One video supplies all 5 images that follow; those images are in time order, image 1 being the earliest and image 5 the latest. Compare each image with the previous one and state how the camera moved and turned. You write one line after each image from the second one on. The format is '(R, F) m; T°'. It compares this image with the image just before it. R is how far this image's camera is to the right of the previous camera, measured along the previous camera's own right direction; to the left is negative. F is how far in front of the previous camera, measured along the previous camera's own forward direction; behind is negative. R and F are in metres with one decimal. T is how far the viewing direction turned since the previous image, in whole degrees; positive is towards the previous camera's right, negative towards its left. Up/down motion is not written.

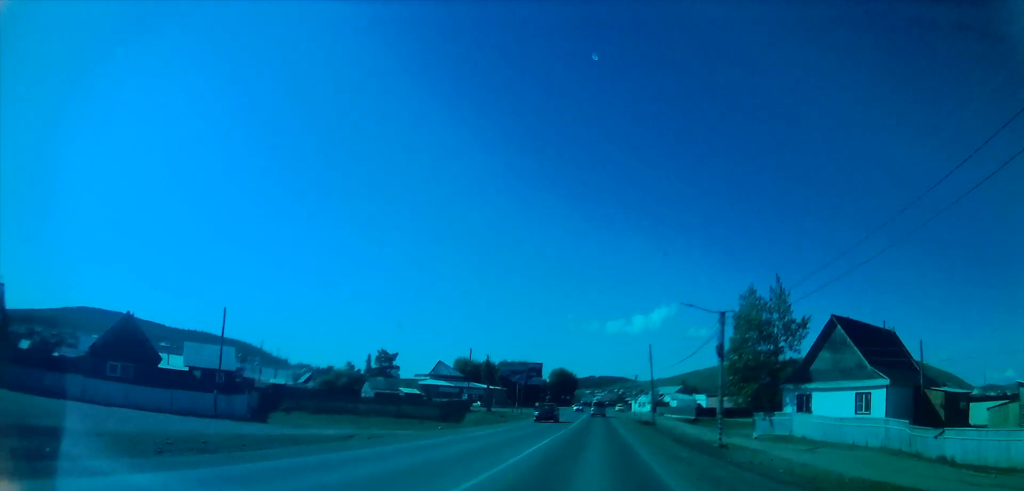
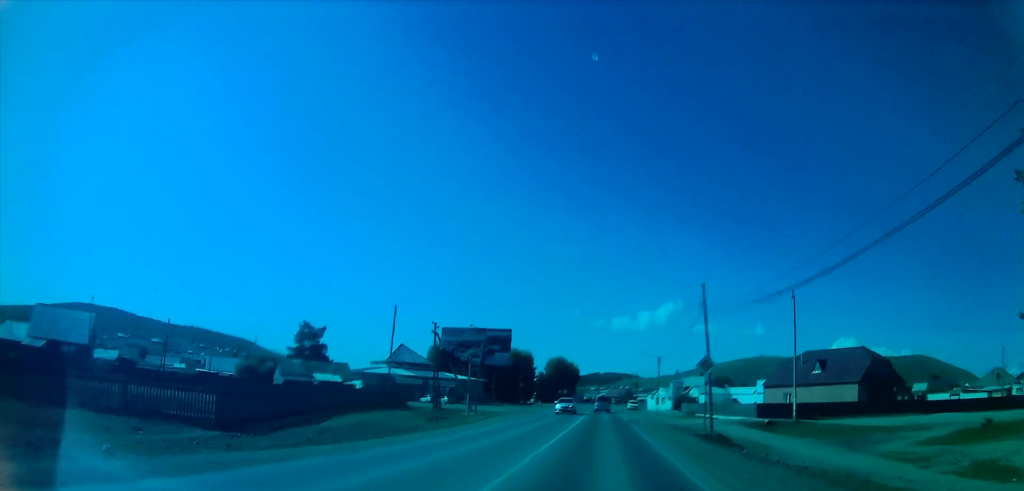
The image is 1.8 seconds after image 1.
(+0.5, +37.0) m; +1°
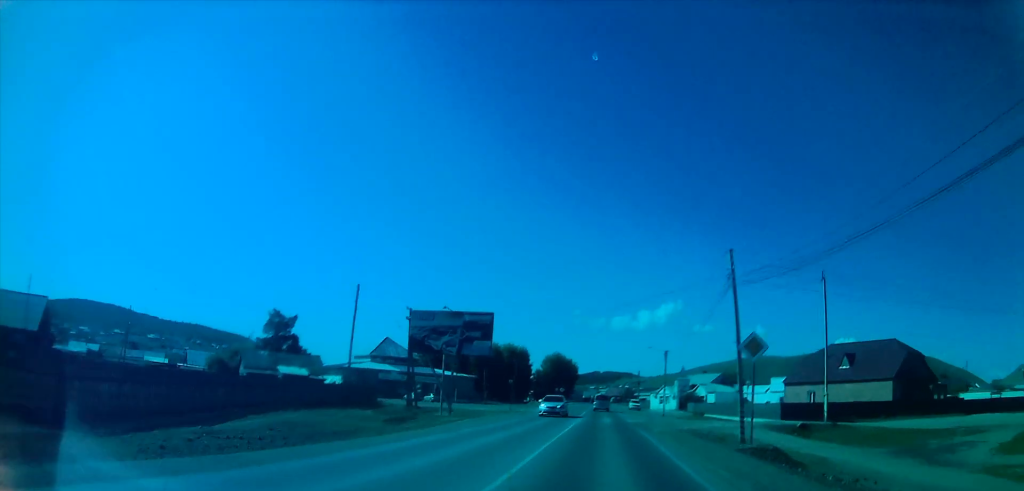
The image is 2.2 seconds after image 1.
(+0.2, +9.0) m; -1°
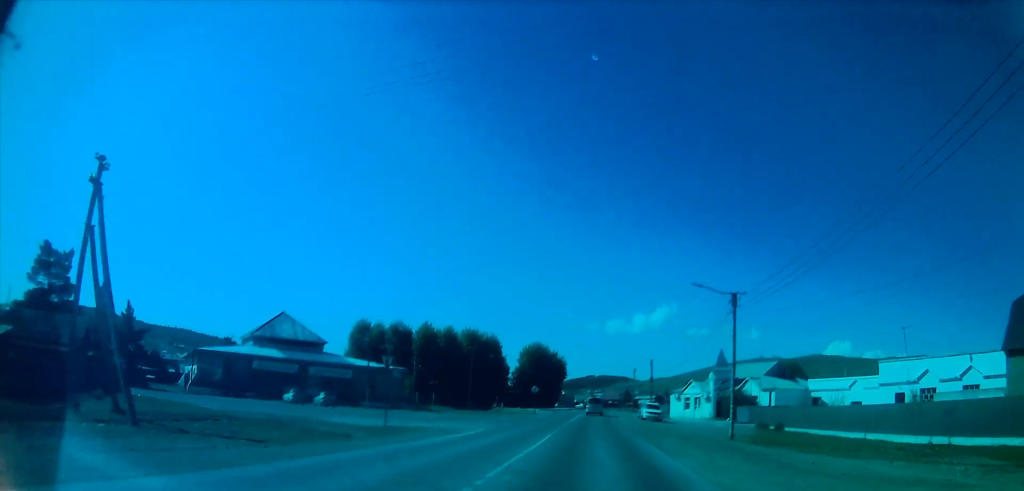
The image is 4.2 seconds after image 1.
(-0.8, +41.2) m; 0°
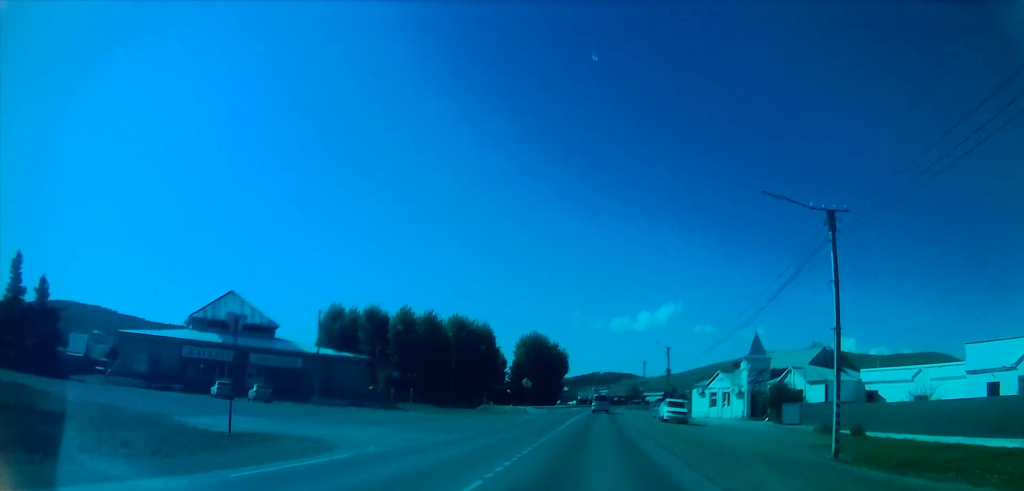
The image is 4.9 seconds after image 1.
(+0.4, +14.8) m; +1°
